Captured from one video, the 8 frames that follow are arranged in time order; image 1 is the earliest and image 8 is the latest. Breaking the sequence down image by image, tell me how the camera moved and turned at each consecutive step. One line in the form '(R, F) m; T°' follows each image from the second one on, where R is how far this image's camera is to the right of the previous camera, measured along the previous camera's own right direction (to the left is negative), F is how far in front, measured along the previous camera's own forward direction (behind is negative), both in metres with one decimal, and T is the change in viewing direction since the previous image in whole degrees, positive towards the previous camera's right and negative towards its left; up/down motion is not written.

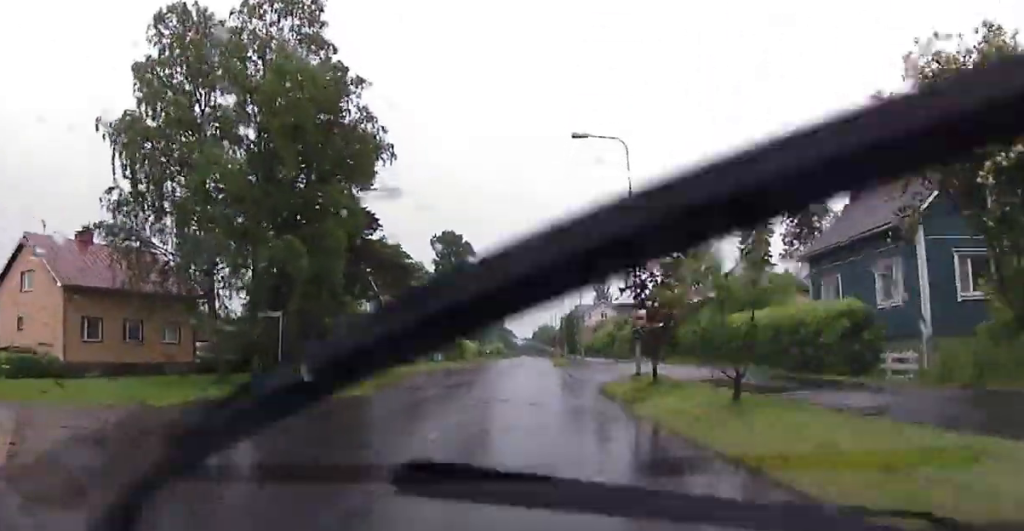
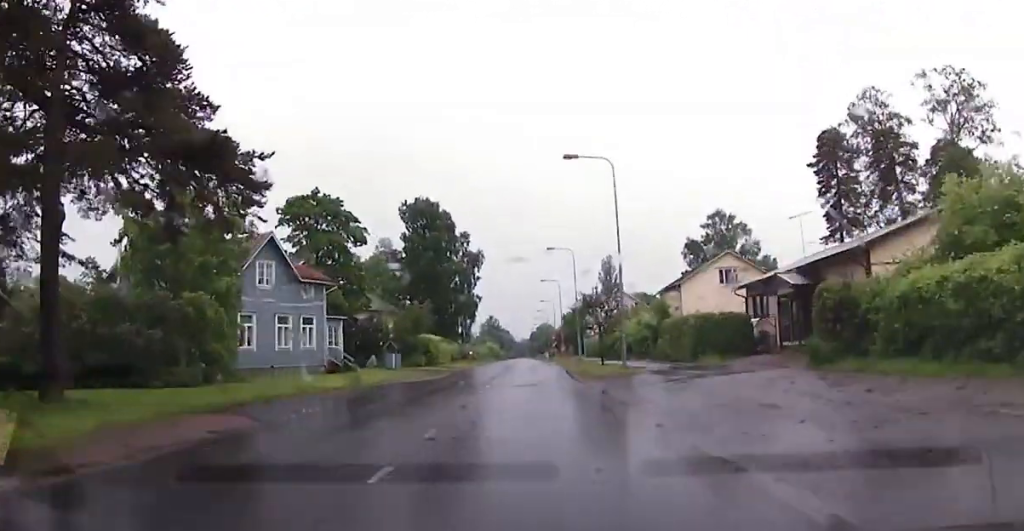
(+0.5, +24.8) m; +2°
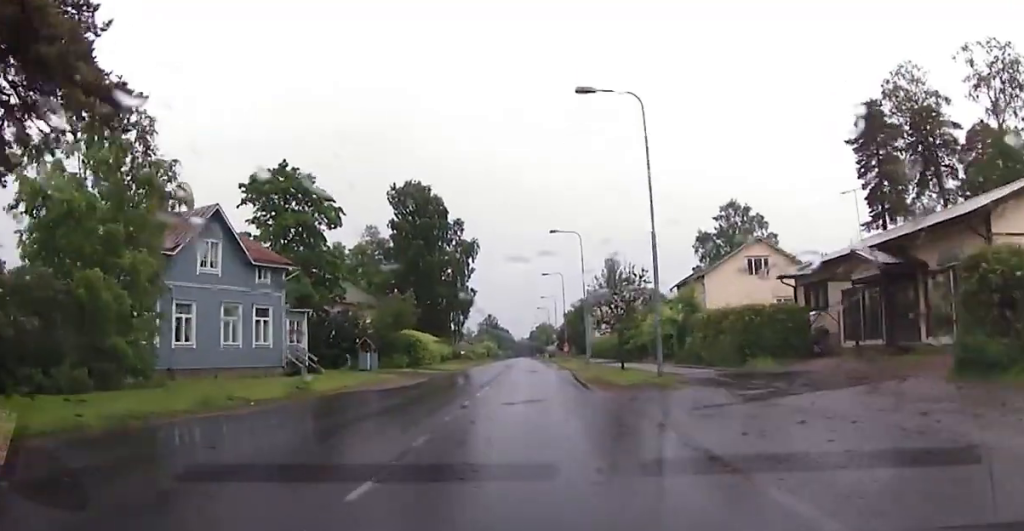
(-0.1, +8.0) m; 0°
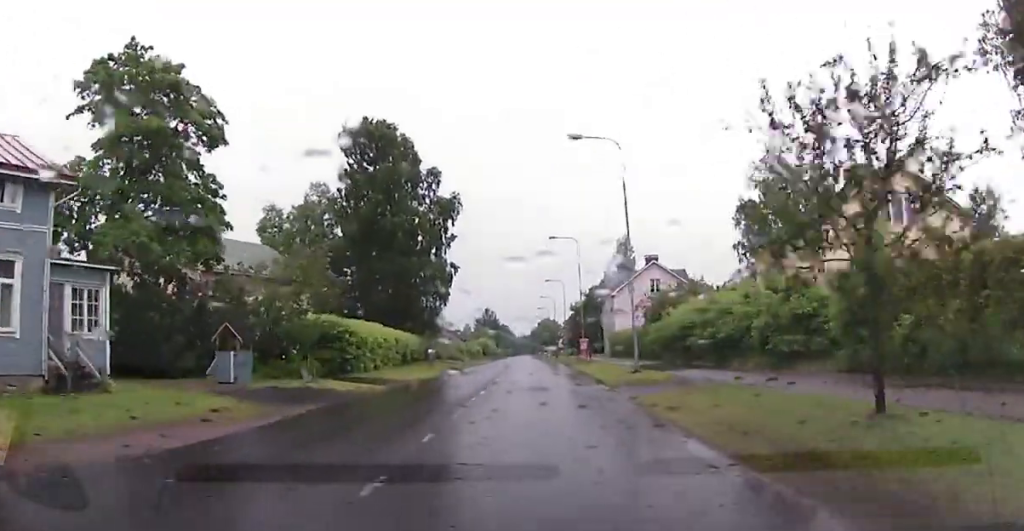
(-0.2, +21.0) m; -1°
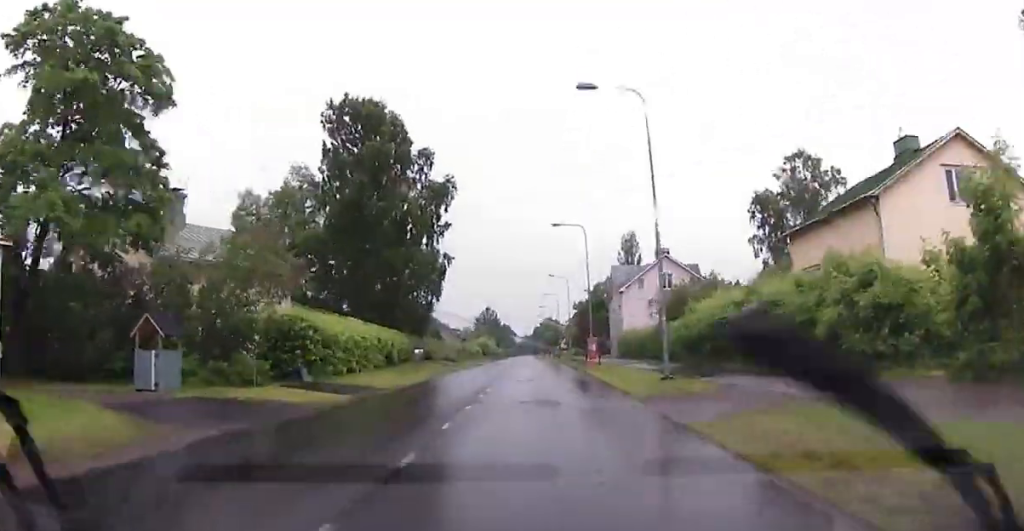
(0.0, +5.5) m; 0°
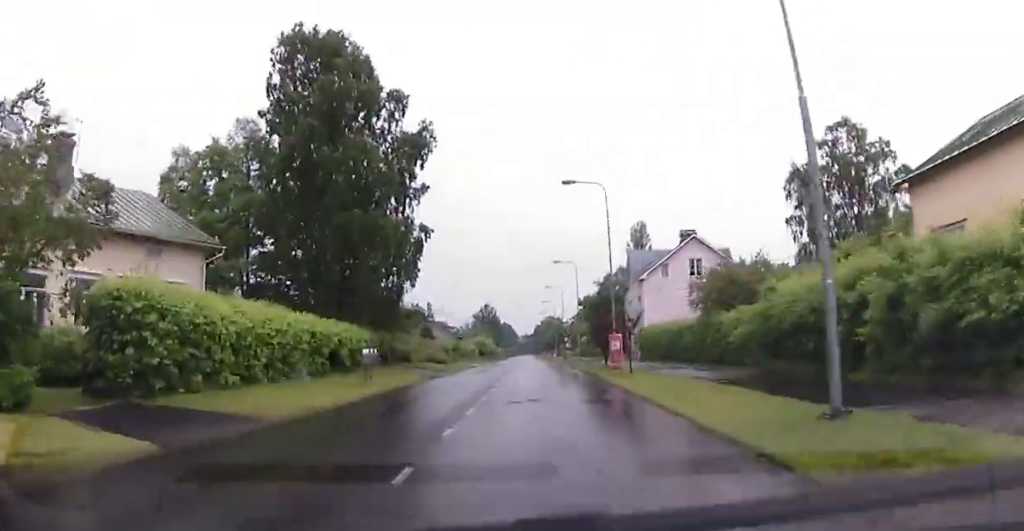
(+0.1, +11.9) m; +1°
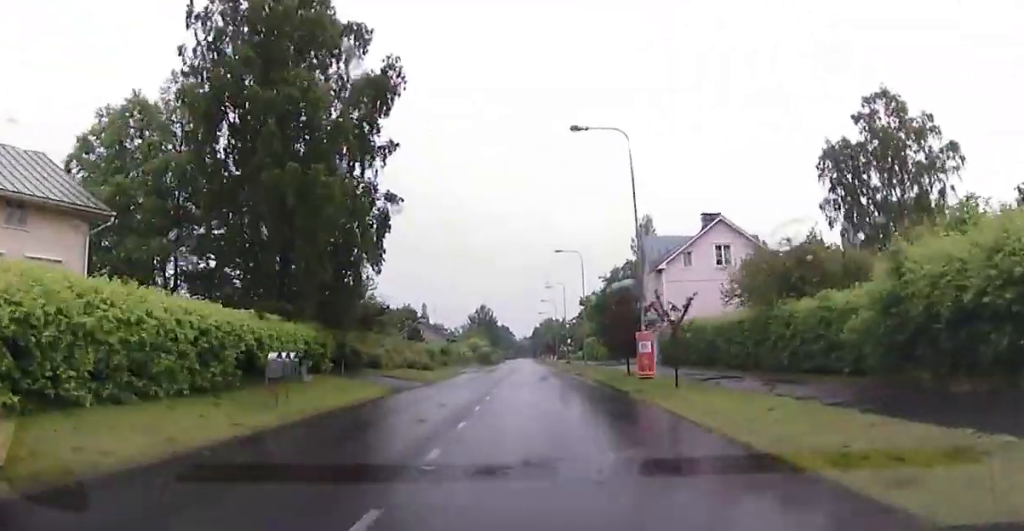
(+0.1, +9.0) m; -1°
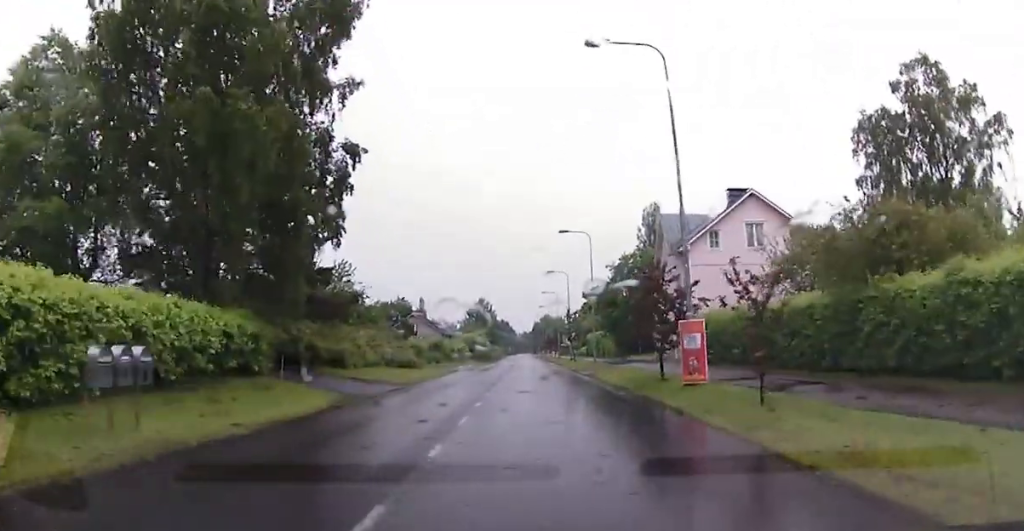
(-0.2, +7.1) m; -1°
